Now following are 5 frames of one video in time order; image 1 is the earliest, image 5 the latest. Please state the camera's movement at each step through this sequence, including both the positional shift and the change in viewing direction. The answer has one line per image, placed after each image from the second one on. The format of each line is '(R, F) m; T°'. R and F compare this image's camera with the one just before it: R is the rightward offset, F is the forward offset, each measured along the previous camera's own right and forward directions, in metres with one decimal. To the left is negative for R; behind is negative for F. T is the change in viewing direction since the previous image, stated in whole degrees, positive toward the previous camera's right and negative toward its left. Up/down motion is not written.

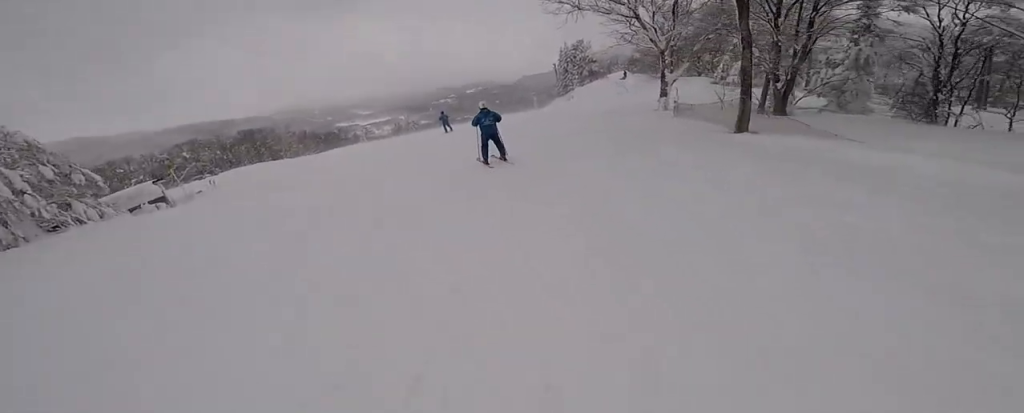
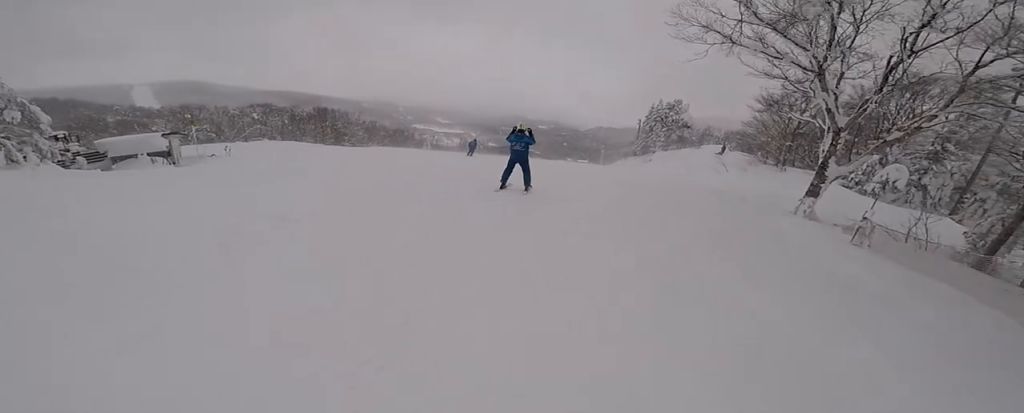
(+0.2, +7.0) m; -5°
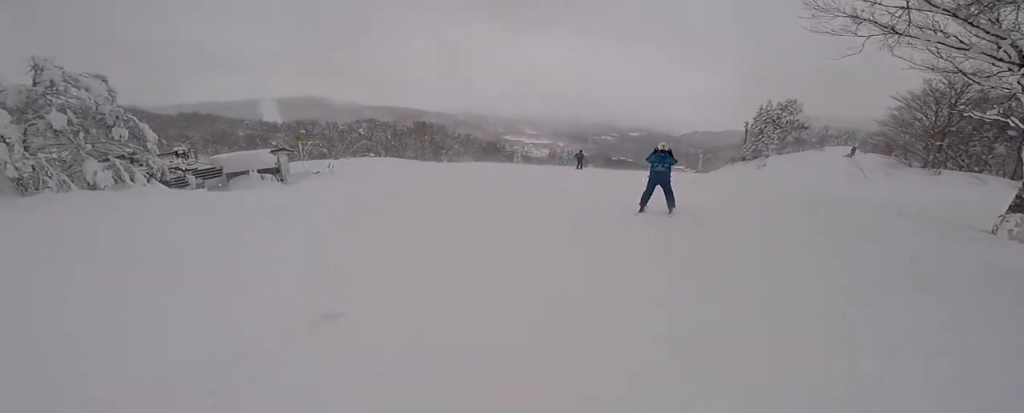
(-0.2, +2.5) m; -9°
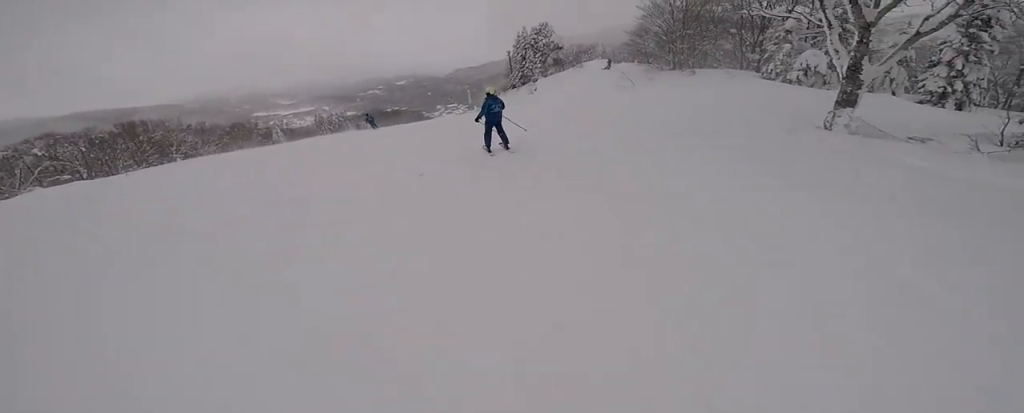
(-0.4, +5.4) m; +13°
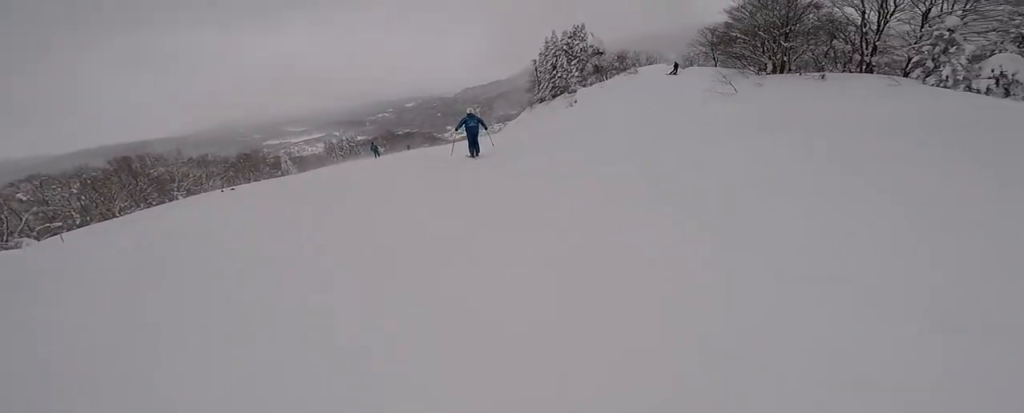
(+0.7, +9.2) m; +11°
